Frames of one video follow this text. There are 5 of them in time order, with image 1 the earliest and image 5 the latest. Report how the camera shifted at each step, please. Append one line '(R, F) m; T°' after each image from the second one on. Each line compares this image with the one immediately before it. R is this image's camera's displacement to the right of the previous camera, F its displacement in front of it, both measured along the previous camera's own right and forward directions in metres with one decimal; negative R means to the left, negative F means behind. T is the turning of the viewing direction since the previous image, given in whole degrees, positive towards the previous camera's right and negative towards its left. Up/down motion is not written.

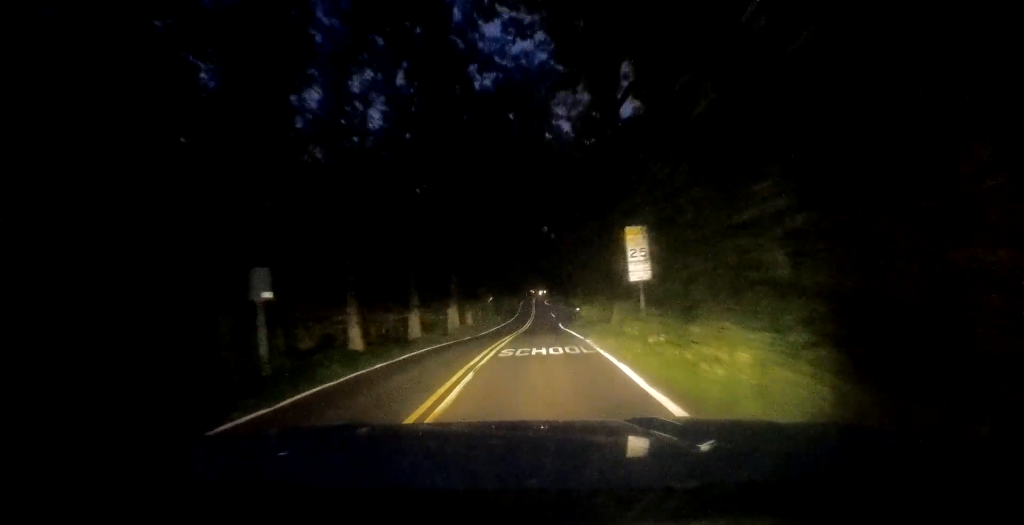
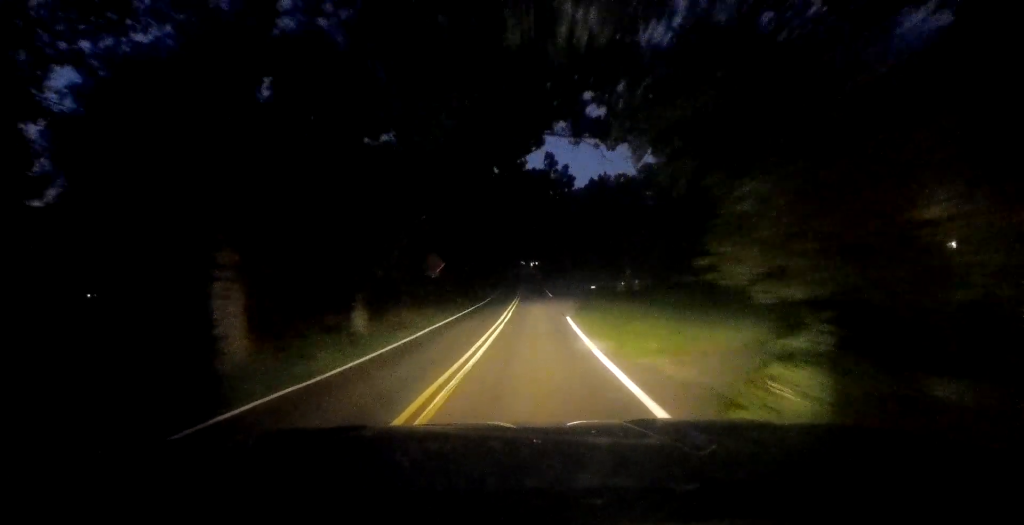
(-1.1, +30.0) m; -1°
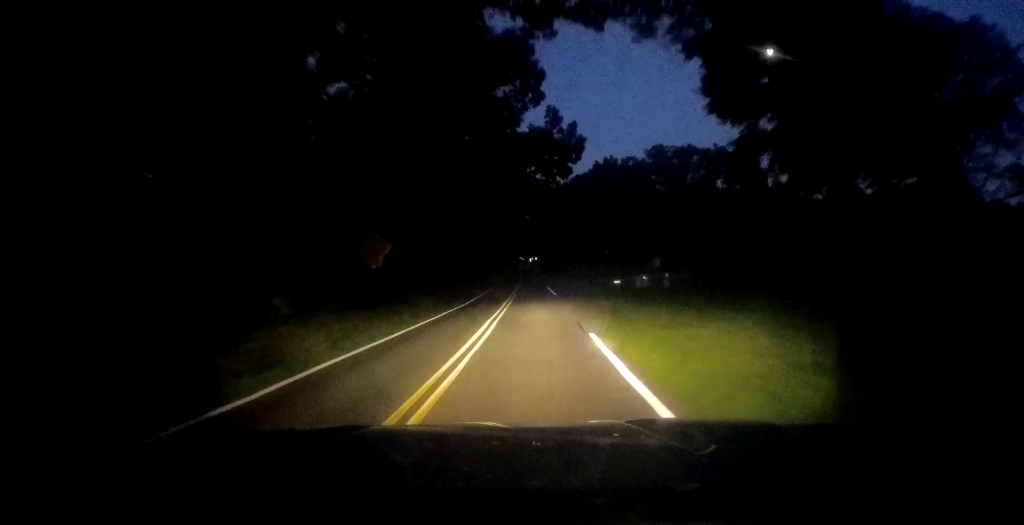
(+0.4, +13.4) m; +2°
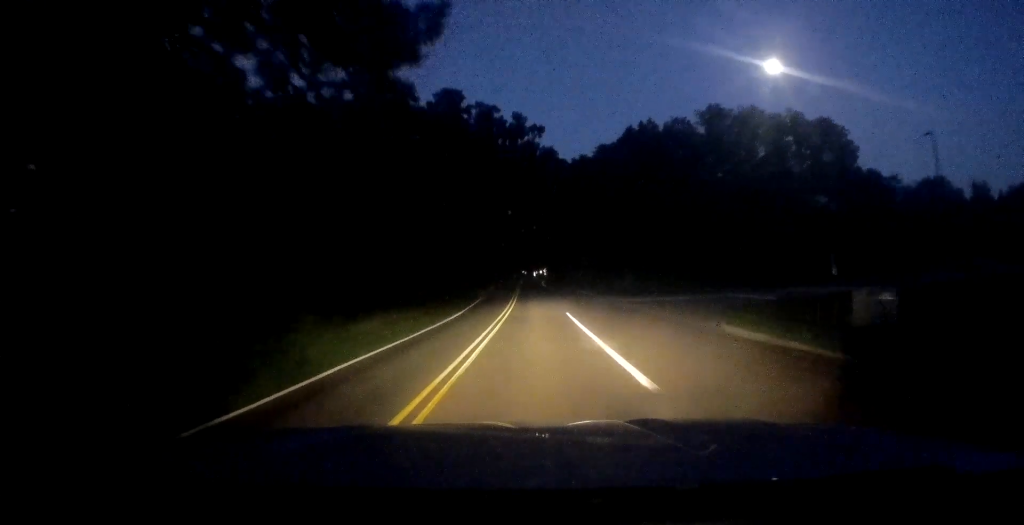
(0.0, +36.9) m; -2°
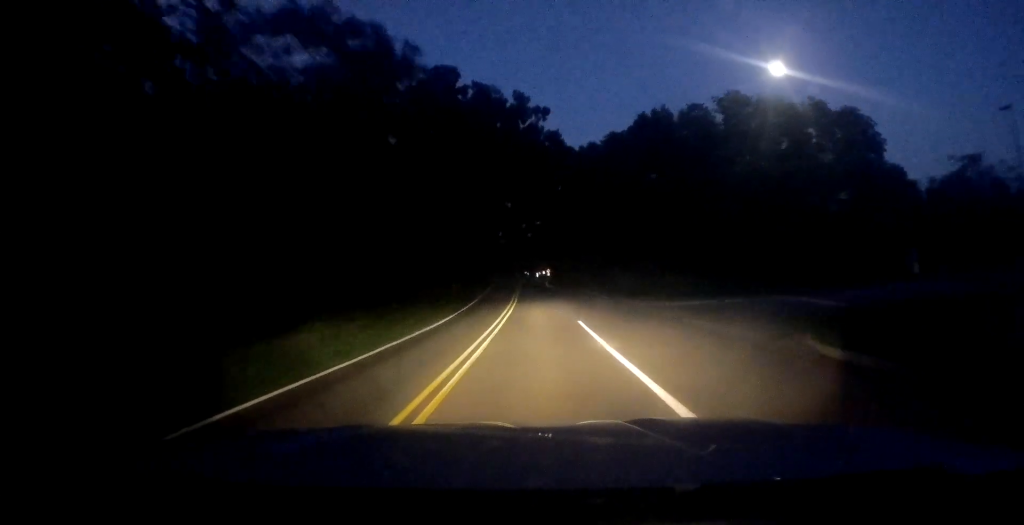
(-0.2, +7.3) m; -1°
